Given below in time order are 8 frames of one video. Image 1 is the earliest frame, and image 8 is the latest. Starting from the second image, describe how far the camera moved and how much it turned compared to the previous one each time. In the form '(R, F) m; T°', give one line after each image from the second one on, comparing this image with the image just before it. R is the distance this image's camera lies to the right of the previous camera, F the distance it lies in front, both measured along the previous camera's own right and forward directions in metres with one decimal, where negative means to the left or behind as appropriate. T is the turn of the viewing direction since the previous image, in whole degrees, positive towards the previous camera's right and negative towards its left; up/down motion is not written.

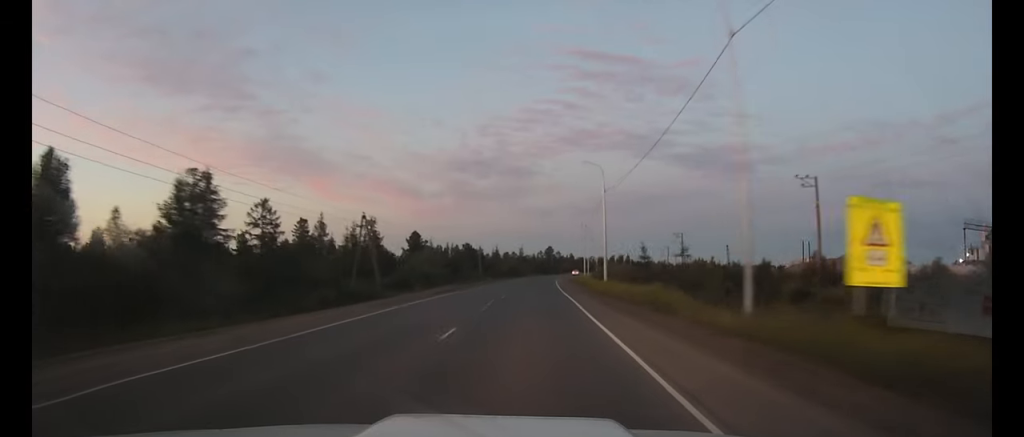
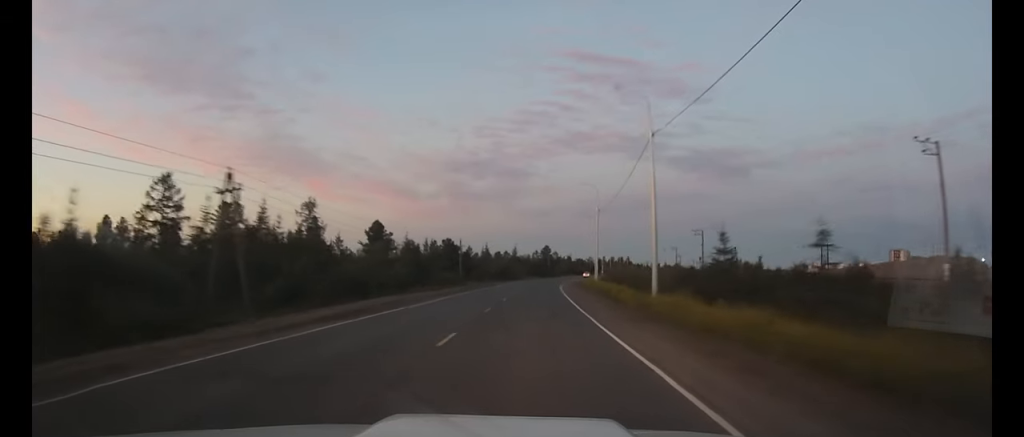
(+0.1, +22.0) m; +1°
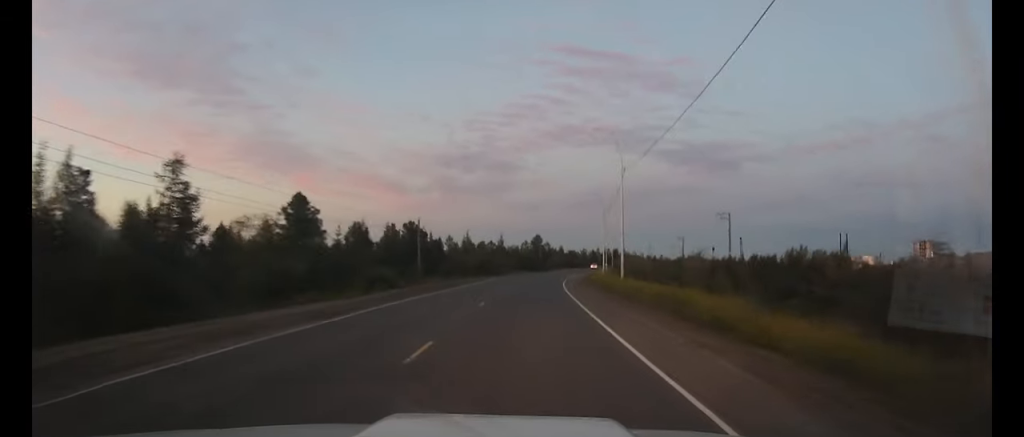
(+0.2, +23.7) m; +1°
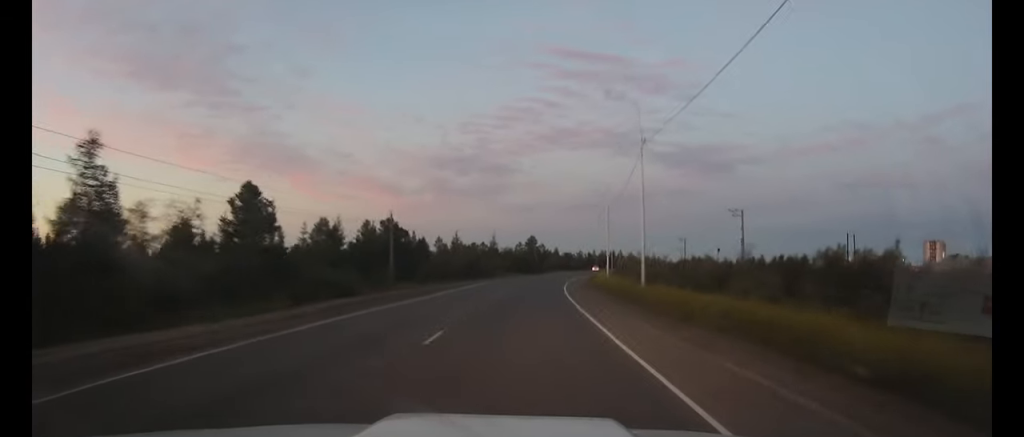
(0.0, +9.3) m; +1°
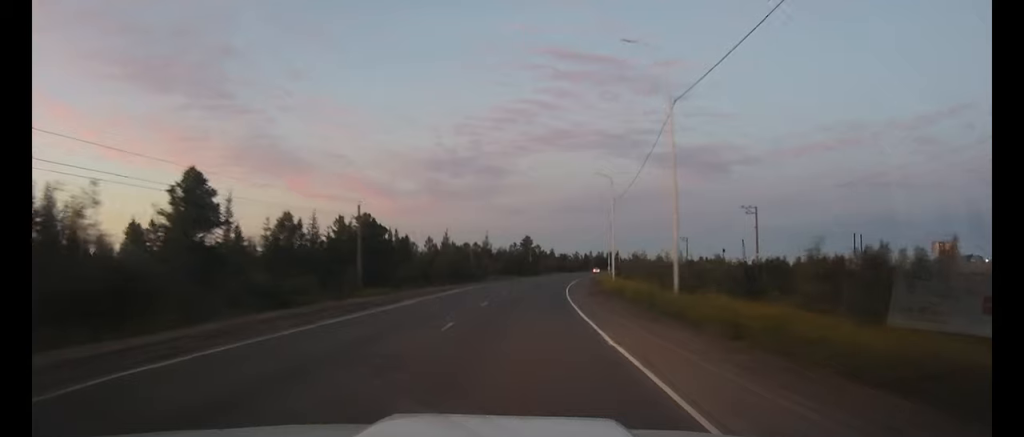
(0.0, +8.1) m; 0°
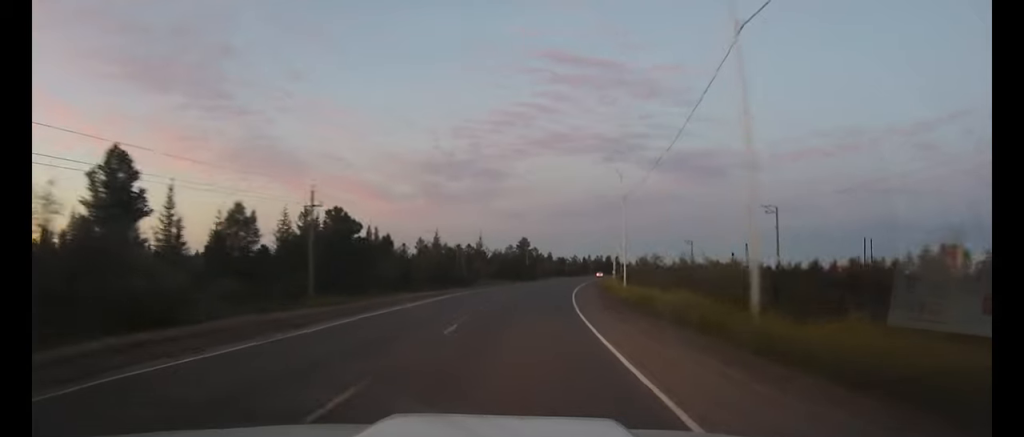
(+0.1, +8.6) m; +1°
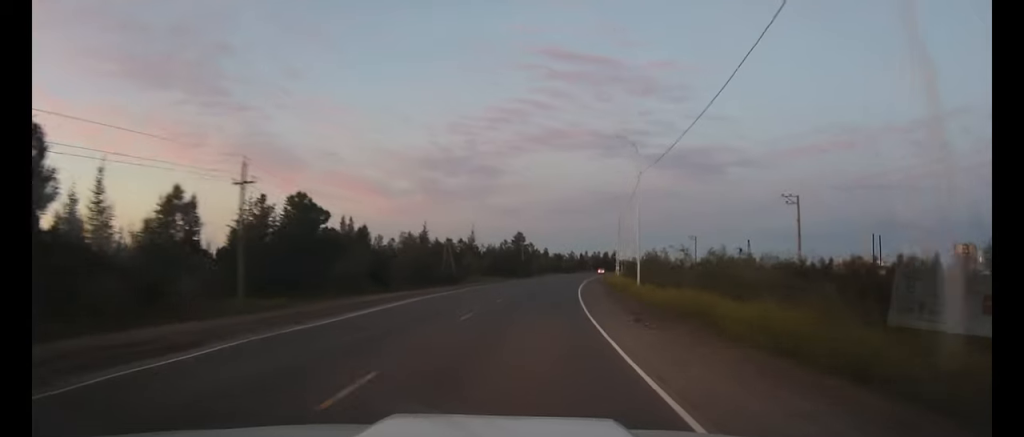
(0.0, +8.0) m; +1°
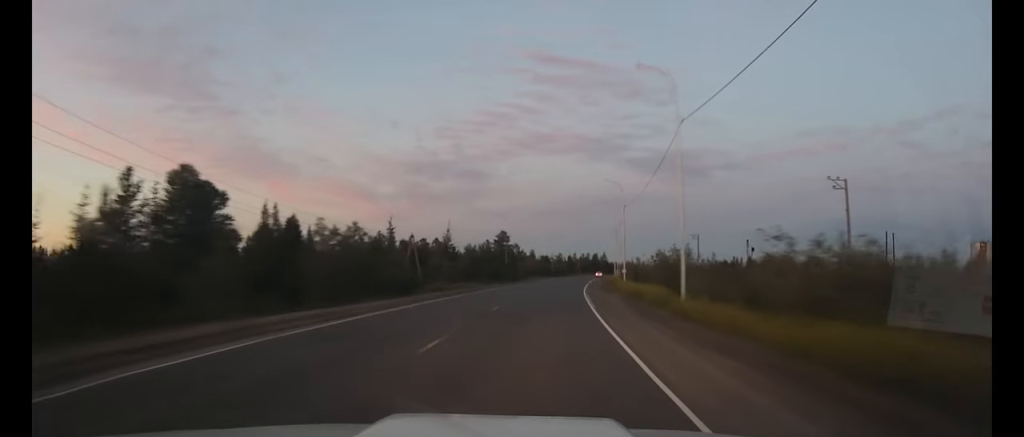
(+0.2, +15.3) m; +2°
